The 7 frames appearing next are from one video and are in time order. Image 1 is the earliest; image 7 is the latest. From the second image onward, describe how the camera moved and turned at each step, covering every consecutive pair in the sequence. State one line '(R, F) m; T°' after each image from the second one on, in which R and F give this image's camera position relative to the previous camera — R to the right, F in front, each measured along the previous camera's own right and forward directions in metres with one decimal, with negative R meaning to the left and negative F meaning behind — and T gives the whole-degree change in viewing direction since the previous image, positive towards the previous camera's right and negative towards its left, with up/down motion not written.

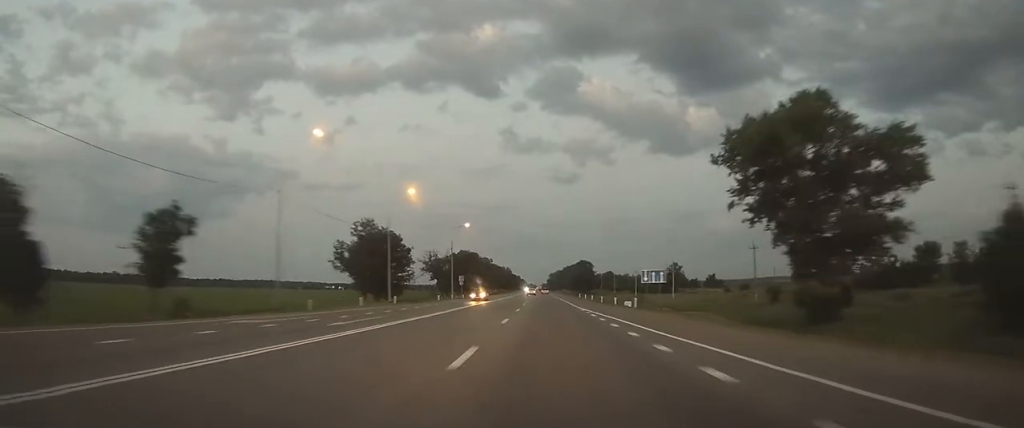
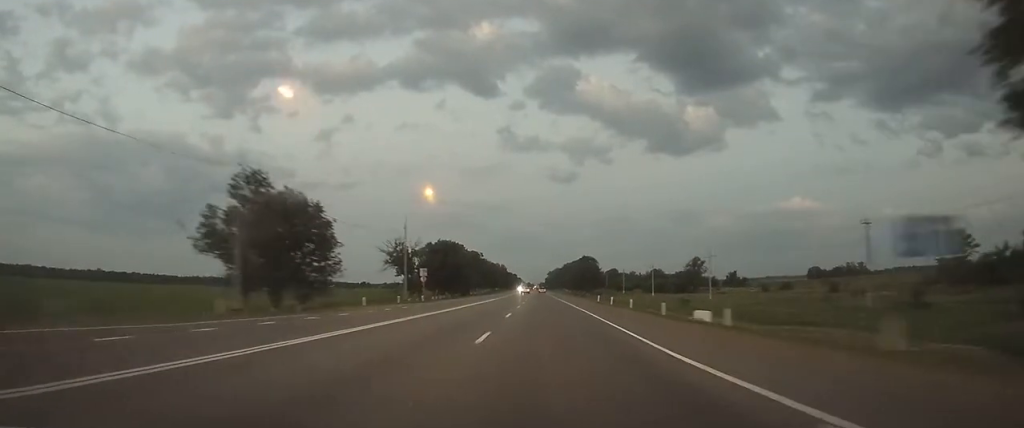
(+0.1, +32.1) m; 0°
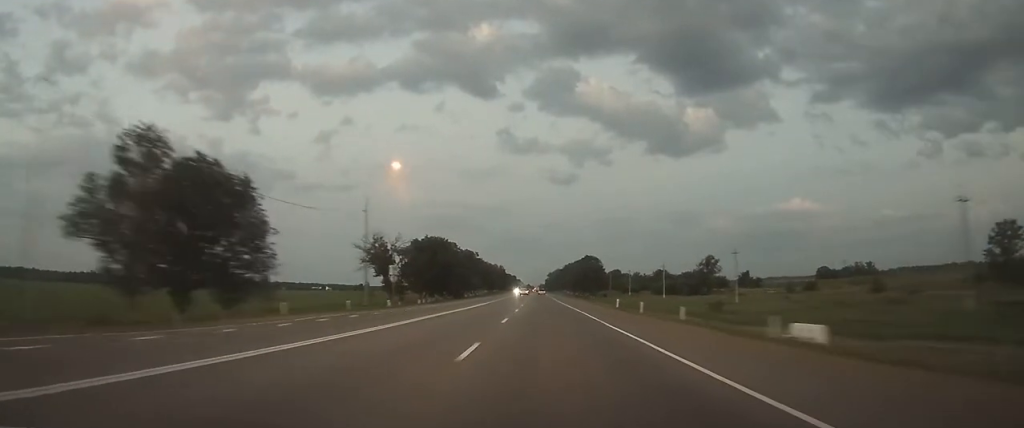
(0.0, +14.7) m; 0°
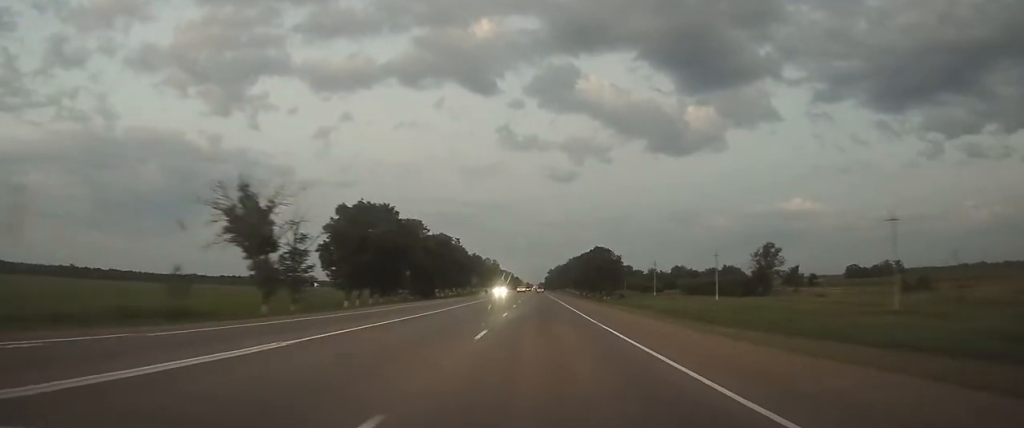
(+0.2, +44.3) m; 0°
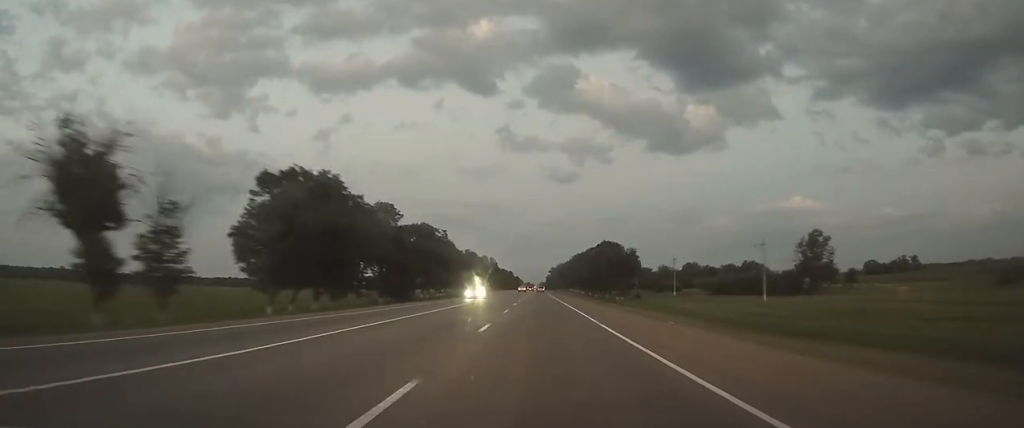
(0.0, +21.8) m; 0°
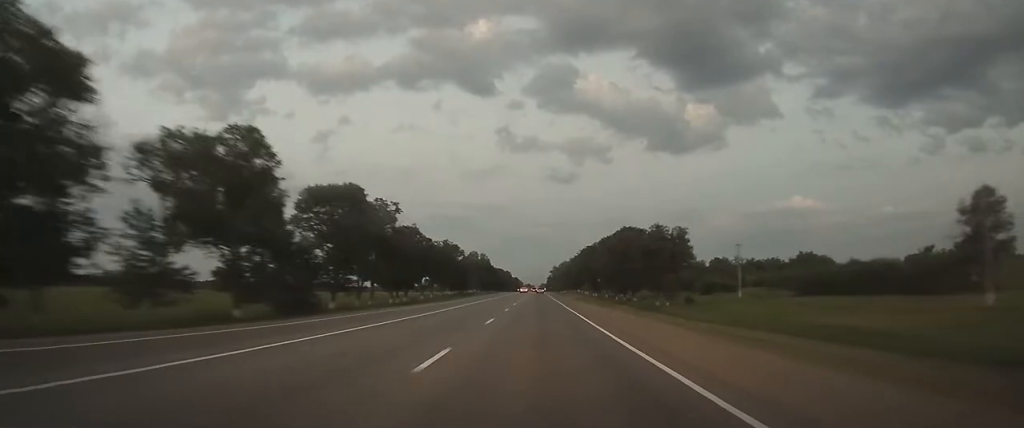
(0.0, +43.9) m; 0°
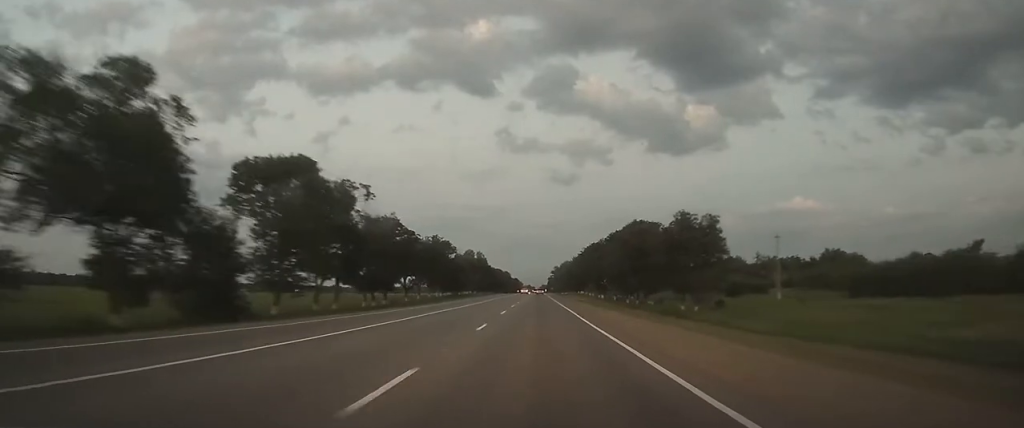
(0.0, +15.1) m; 0°
